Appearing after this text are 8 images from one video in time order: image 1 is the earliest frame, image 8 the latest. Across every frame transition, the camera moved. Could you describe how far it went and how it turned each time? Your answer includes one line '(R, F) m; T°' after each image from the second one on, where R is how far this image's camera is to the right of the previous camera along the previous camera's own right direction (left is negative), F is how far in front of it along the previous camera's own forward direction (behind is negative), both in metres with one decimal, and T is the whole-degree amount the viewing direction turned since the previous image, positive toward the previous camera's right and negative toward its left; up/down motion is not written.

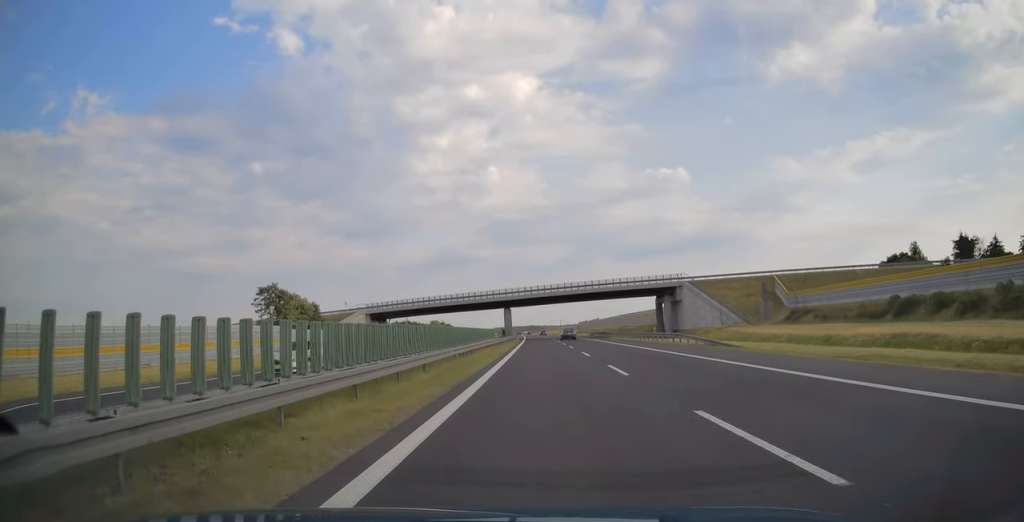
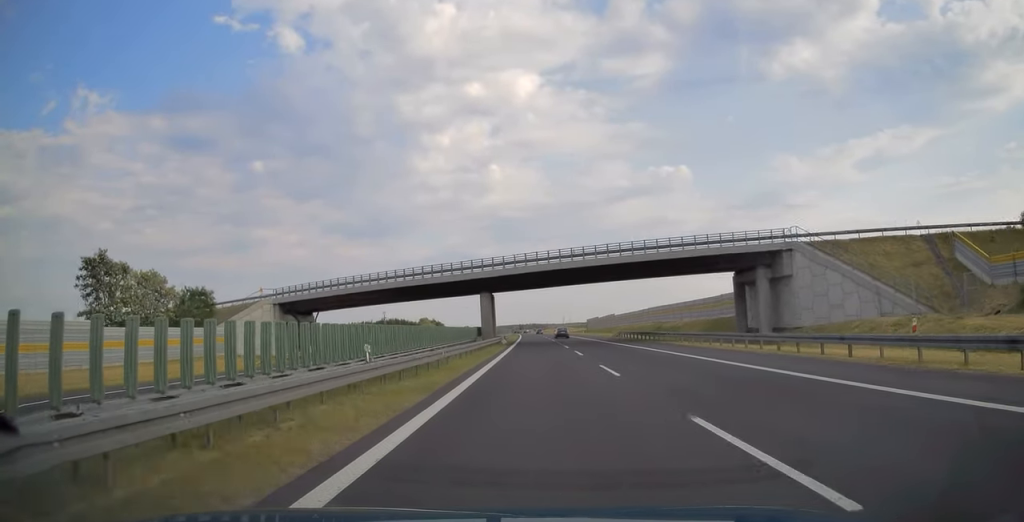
(-0.2, +36.8) m; 0°
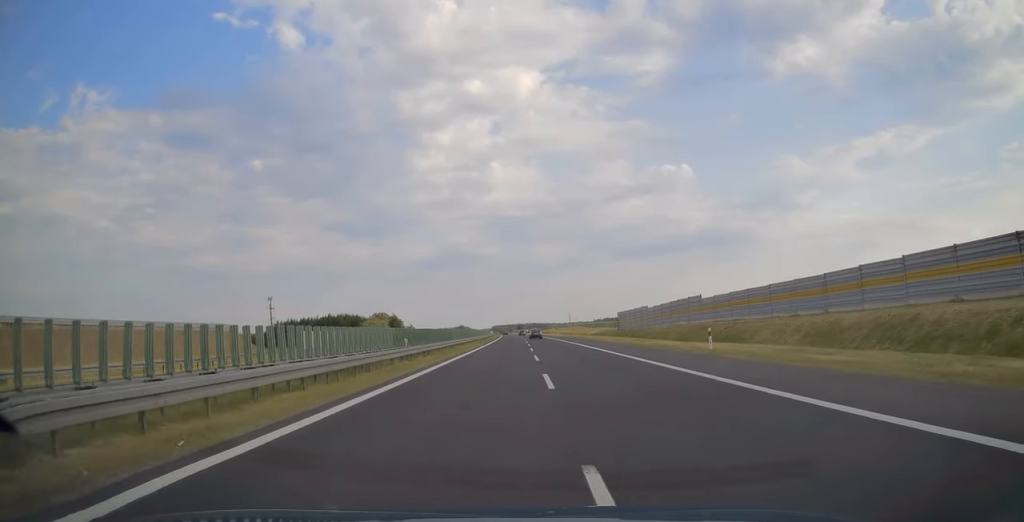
(-0.2, +86.4) m; 0°
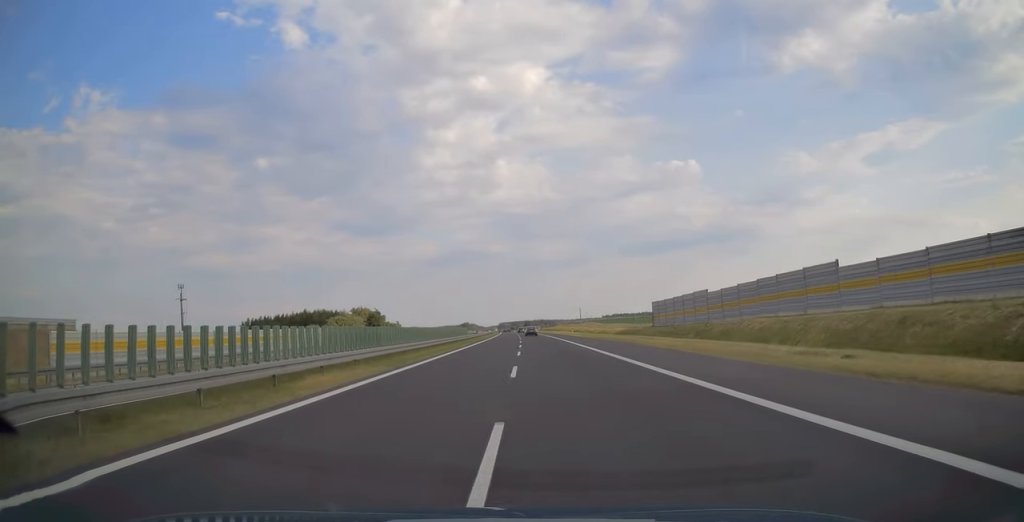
(0.0, +33.6) m; 0°
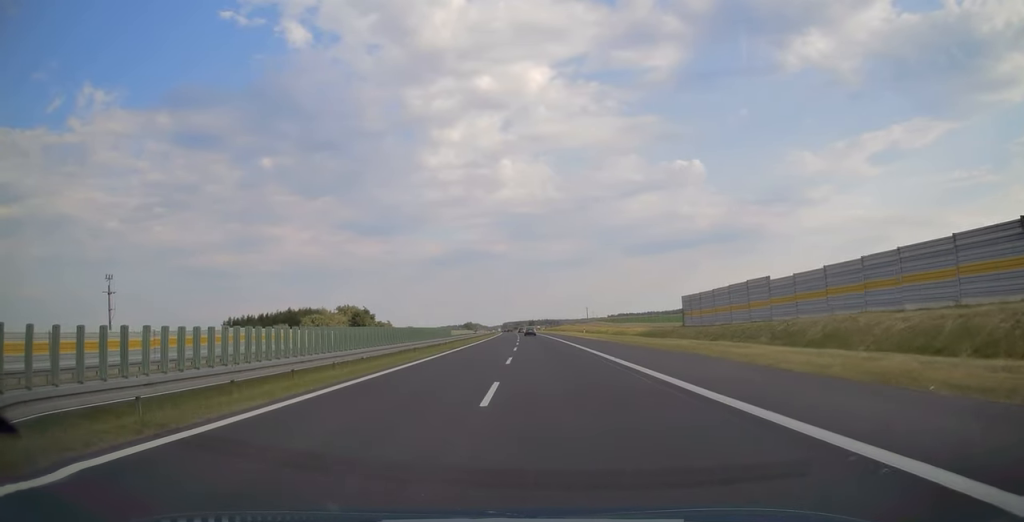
(0.0, +18.0) m; 0°
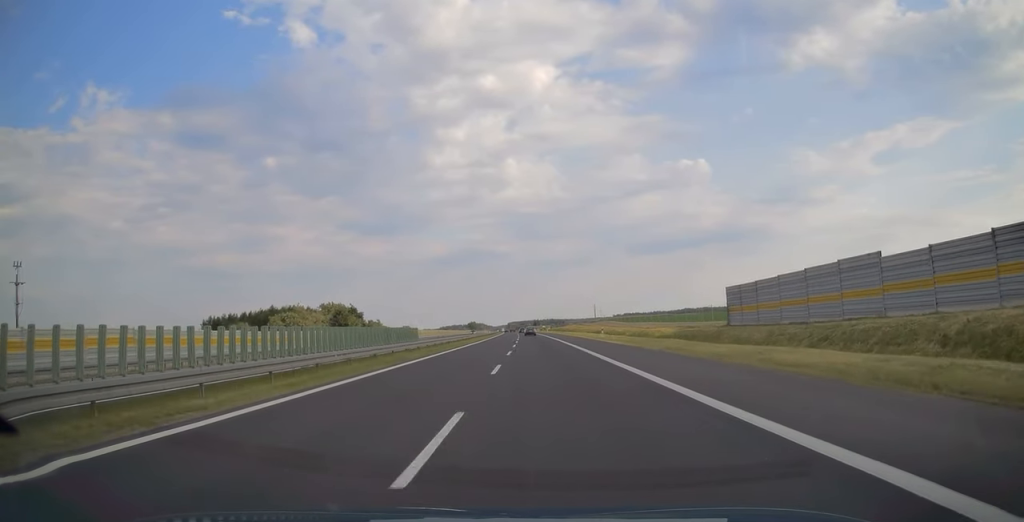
(-0.1, +17.3) m; 0°
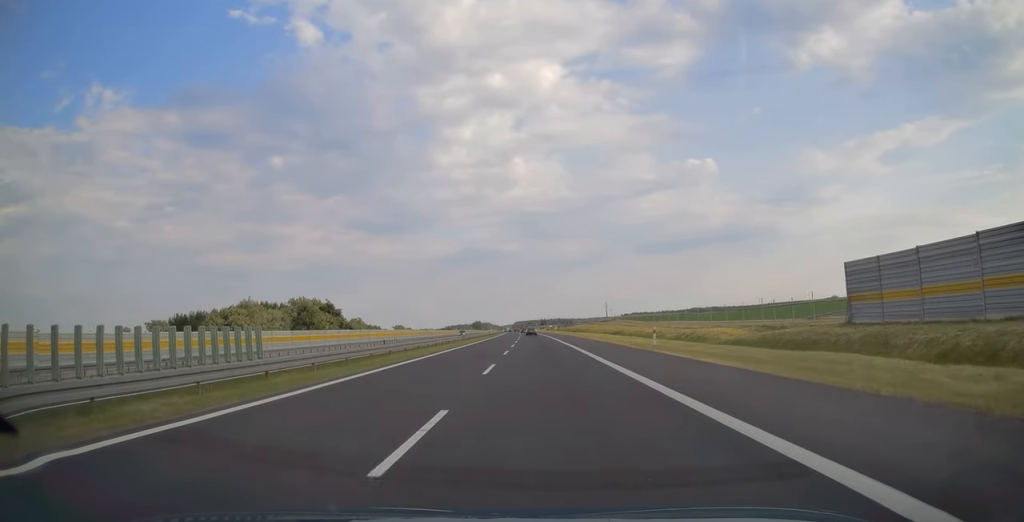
(-0.1, +24.1) m; 0°
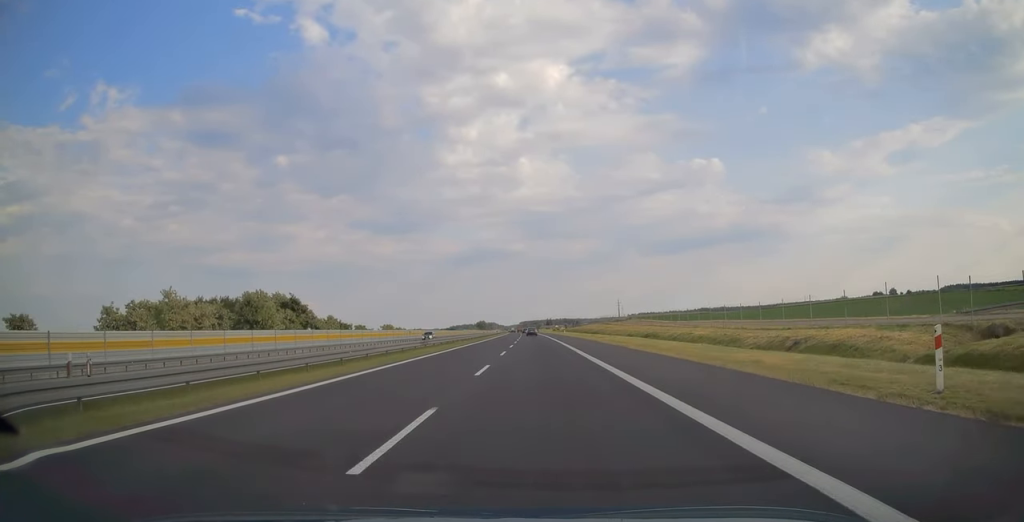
(0.0, +24.5) m; -1°
